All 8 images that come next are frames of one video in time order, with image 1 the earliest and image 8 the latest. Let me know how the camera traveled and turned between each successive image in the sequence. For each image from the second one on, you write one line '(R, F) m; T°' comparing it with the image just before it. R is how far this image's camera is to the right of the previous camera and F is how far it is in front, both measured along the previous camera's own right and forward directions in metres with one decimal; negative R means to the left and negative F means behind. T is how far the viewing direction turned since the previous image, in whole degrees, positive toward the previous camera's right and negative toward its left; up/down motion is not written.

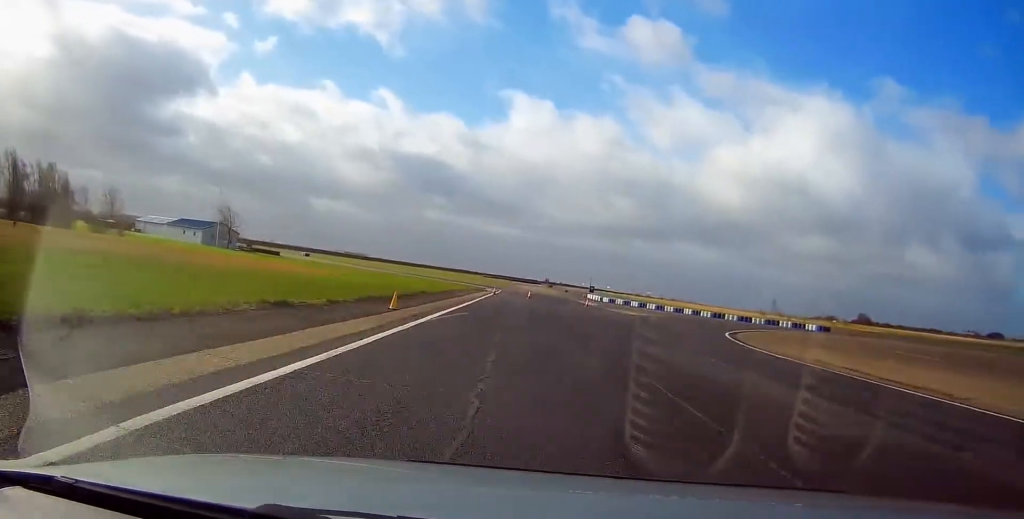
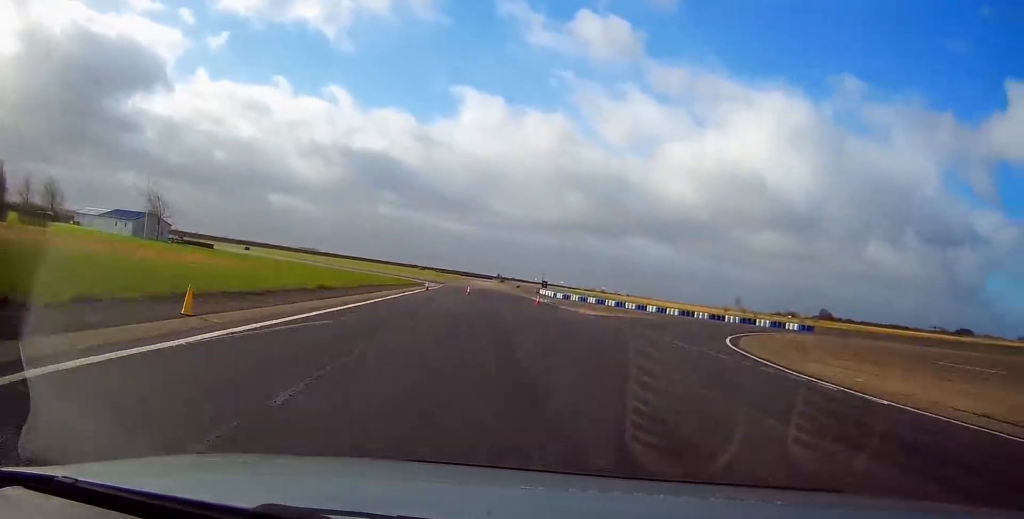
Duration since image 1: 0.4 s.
(-0.5, +9.1) m; +4°
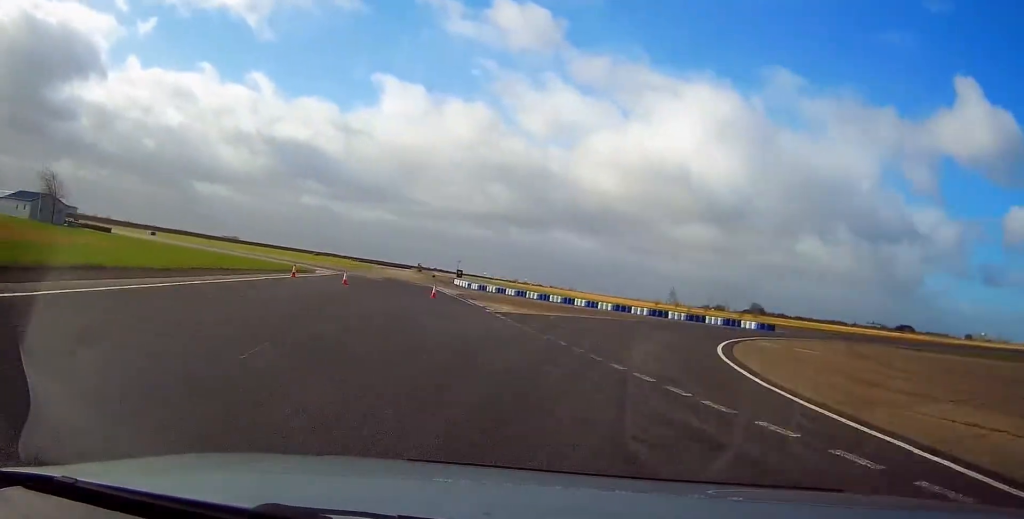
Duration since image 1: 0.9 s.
(+1.0, +11.0) m; +8°
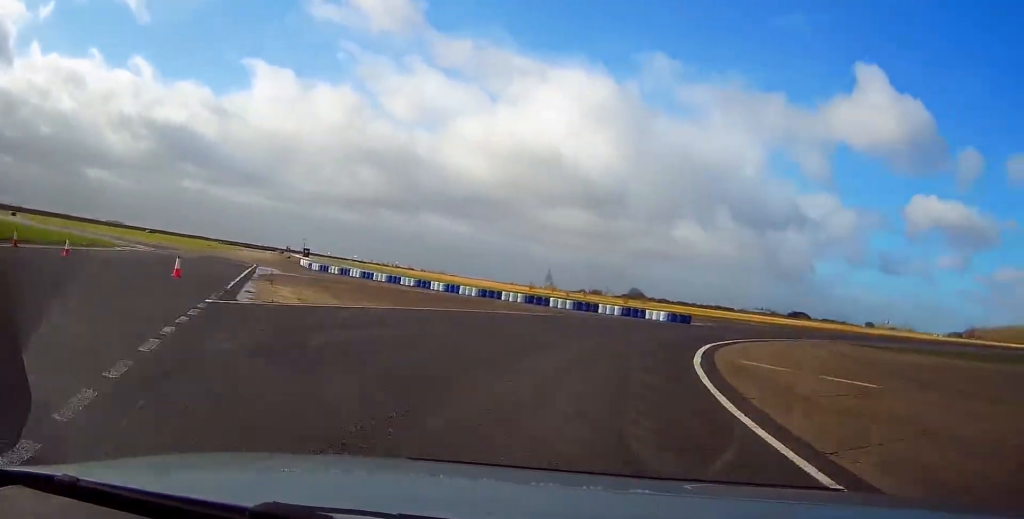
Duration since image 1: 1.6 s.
(+1.0, +14.1) m; +13°
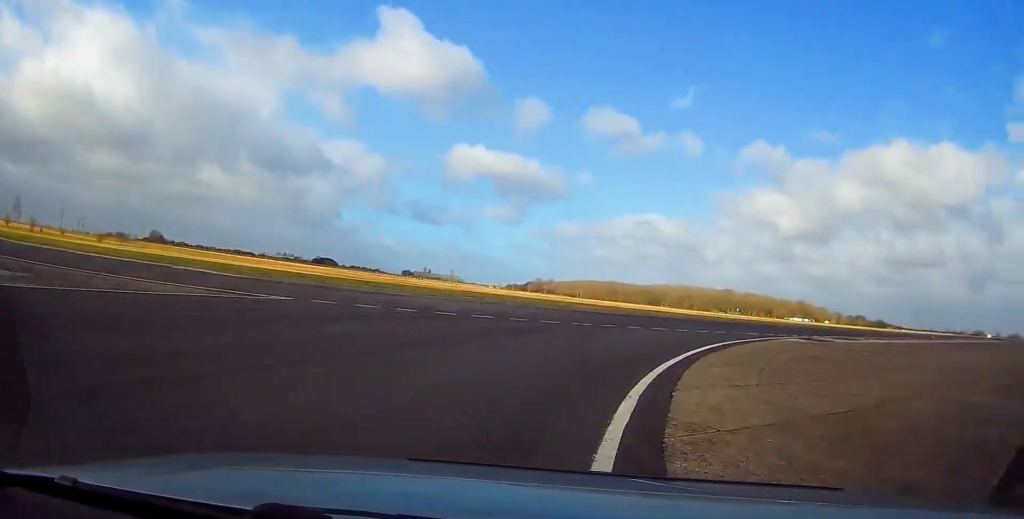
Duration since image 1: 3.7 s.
(+14.1, +39.6) m; +40°
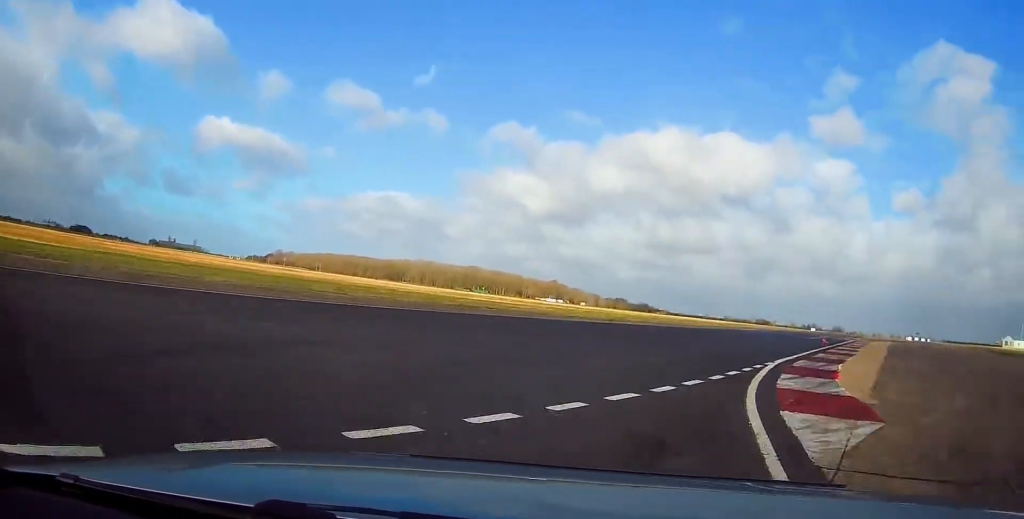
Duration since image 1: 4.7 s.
(+4.2, +23.3) m; +20°
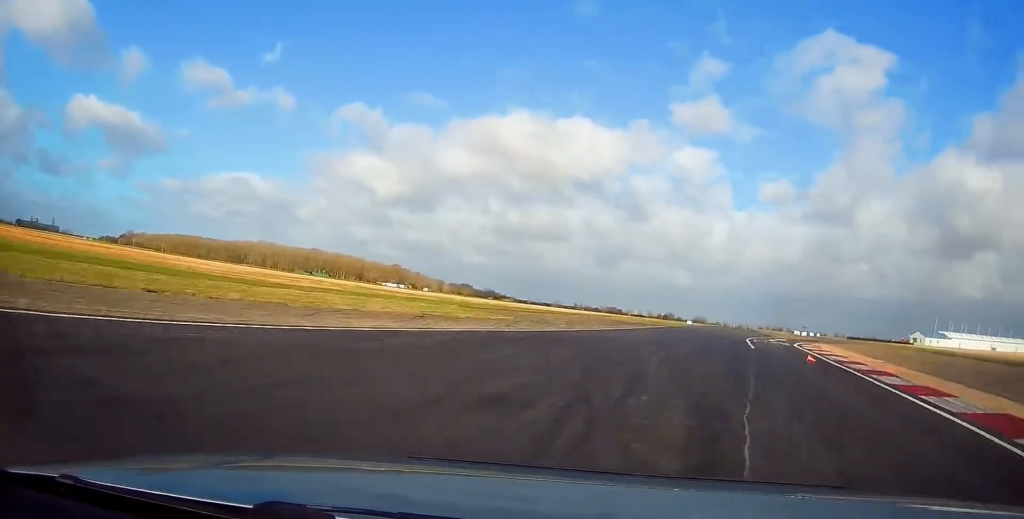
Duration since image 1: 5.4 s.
(+2.5, +20.0) m; +12°
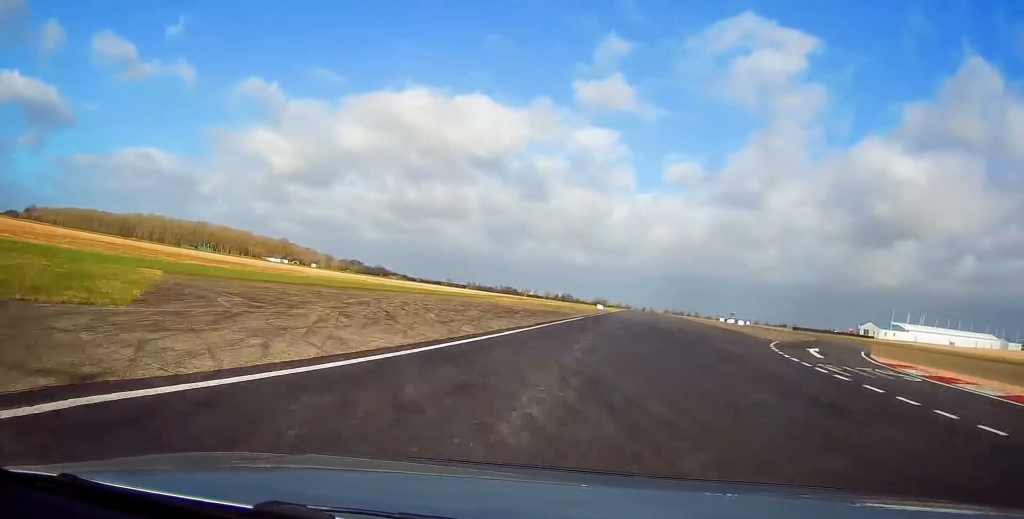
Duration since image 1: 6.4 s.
(+3.0, +28.8) m; +9°
